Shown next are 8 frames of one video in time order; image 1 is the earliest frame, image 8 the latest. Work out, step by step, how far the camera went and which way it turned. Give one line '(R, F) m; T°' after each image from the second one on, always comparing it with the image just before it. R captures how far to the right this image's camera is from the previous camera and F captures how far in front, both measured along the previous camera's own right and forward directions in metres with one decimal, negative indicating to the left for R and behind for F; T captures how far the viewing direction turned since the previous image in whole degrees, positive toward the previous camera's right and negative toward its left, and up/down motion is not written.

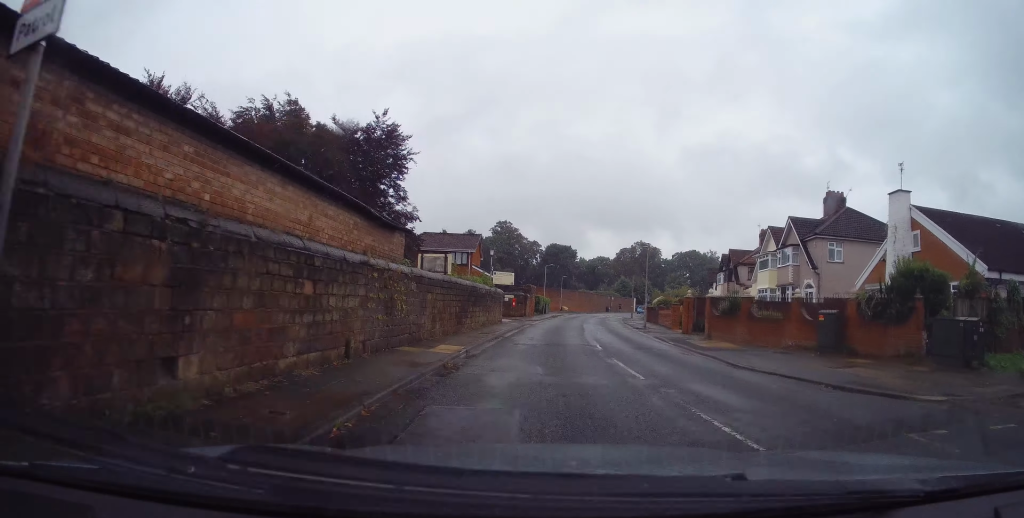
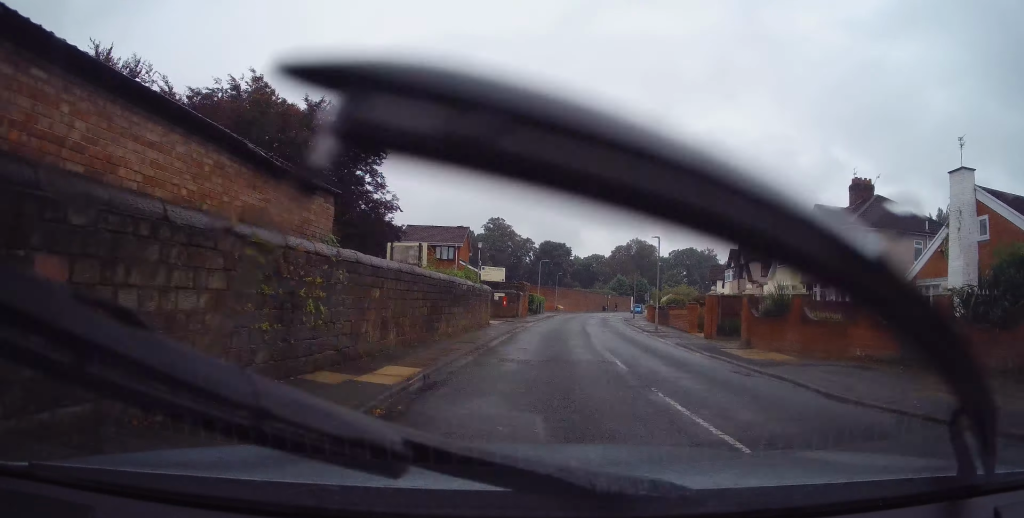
(-0.1, +4.9) m; +1°
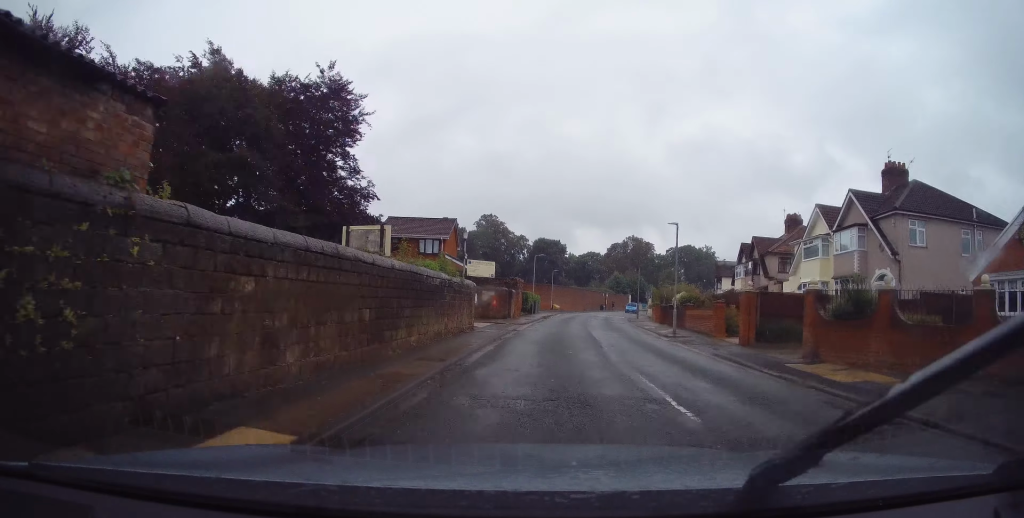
(-0.2, +4.9) m; +1°
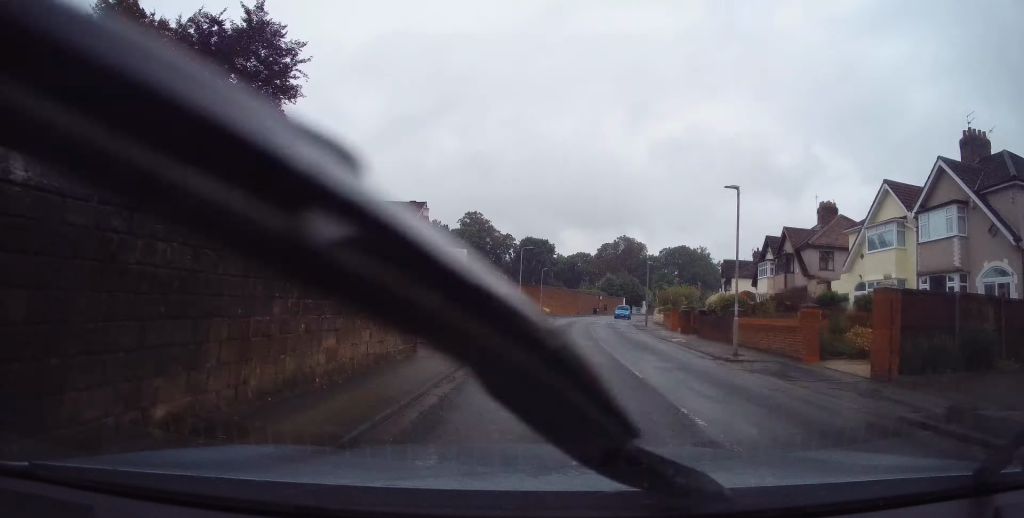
(+0.6, +8.7) m; +3°
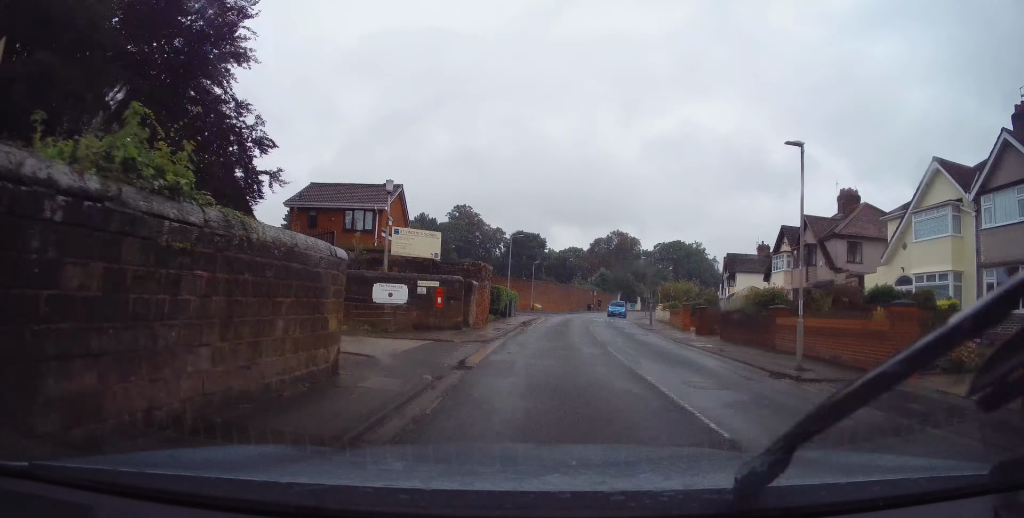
(0.0, +4.5) m; 0°
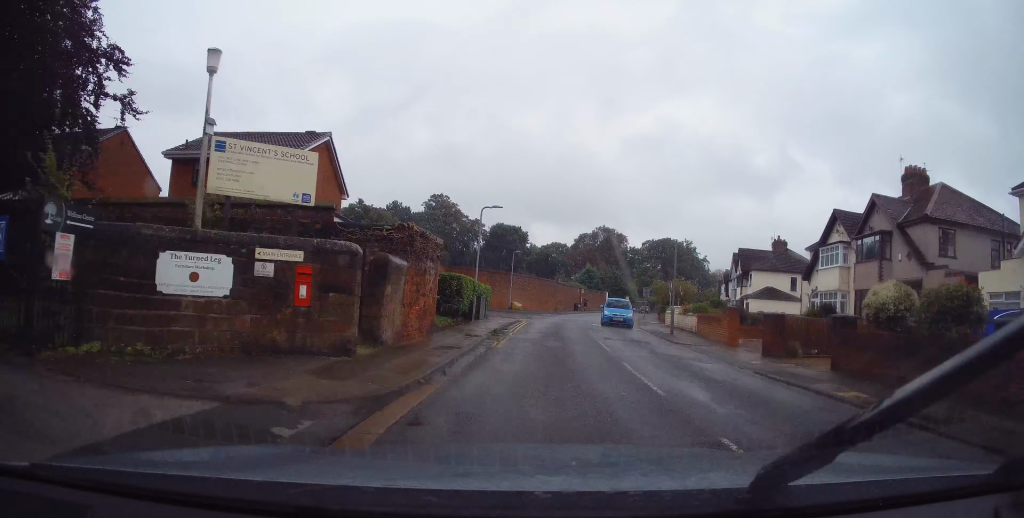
(-0.1, +9.9) m; +1°
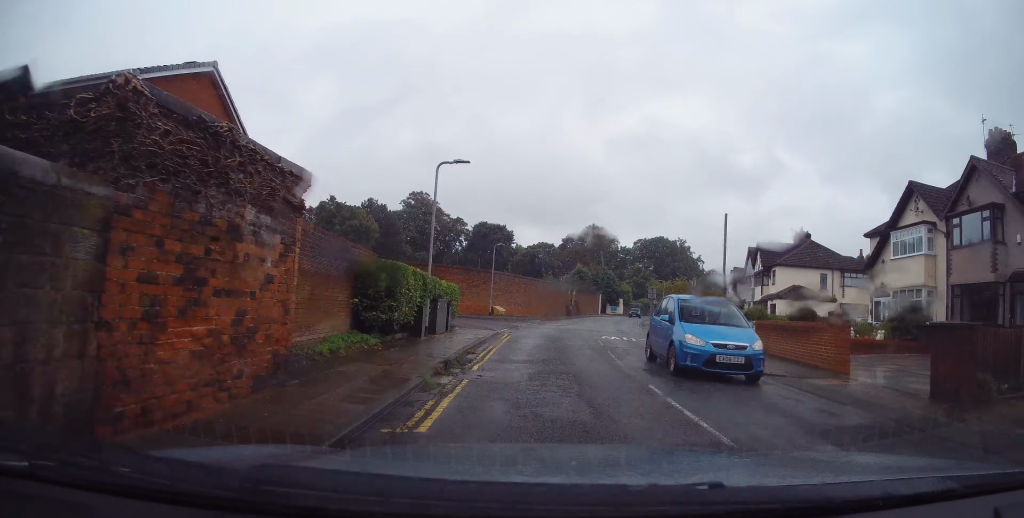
(+0.1, +8.7) m; +3°
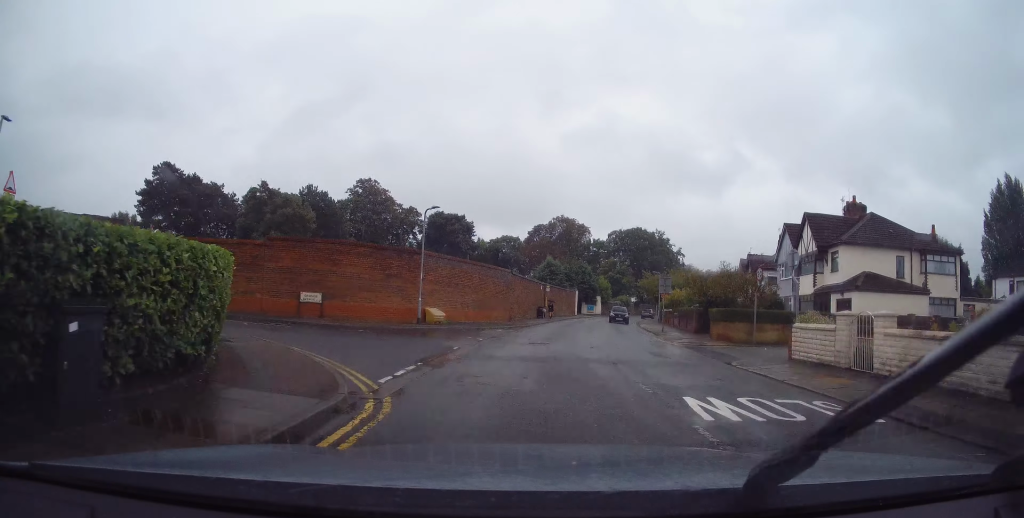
(+0.3, +15.3) m; +1°
